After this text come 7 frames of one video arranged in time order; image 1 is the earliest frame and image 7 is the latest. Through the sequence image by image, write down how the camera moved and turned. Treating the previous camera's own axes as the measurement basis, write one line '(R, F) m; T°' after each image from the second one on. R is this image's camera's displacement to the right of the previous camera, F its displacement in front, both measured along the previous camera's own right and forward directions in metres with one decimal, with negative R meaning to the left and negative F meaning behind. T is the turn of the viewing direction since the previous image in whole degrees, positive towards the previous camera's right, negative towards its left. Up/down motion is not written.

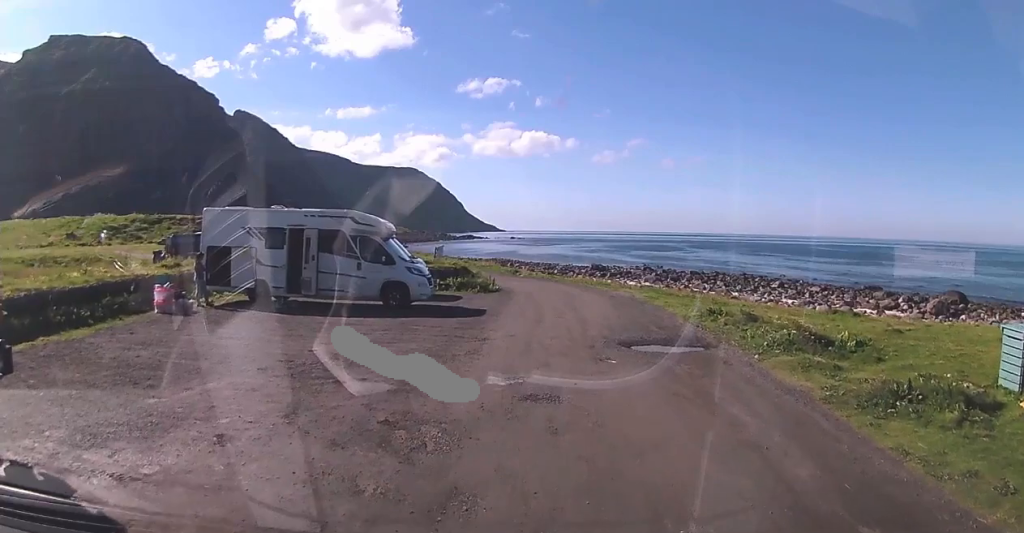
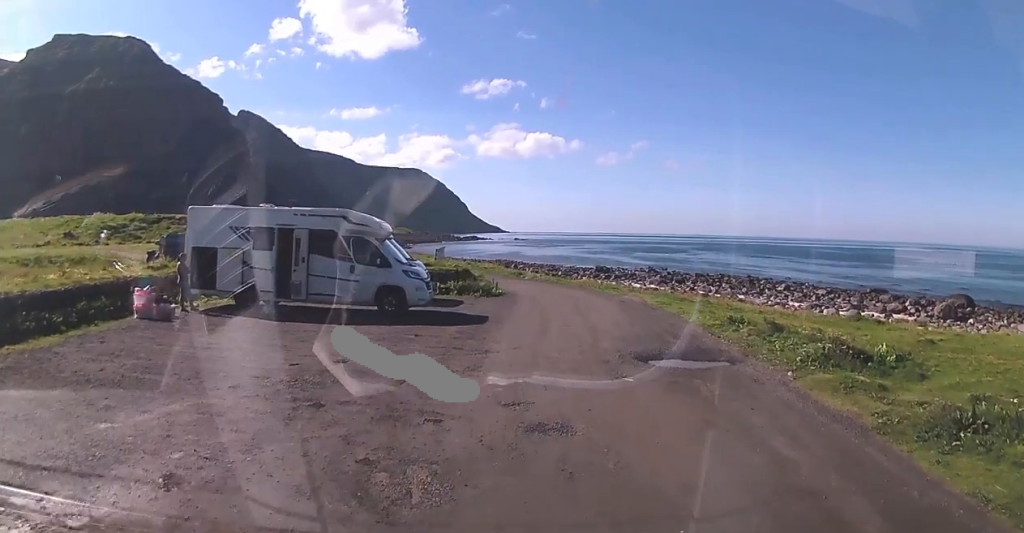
(-0.4, +1.2) m; 0°
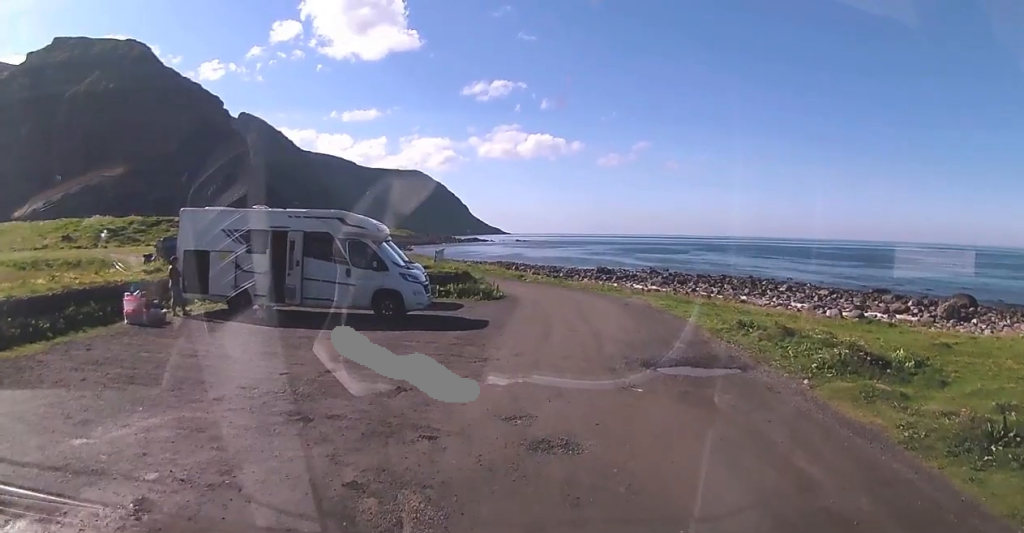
(0.0, +0.5) m; 0°
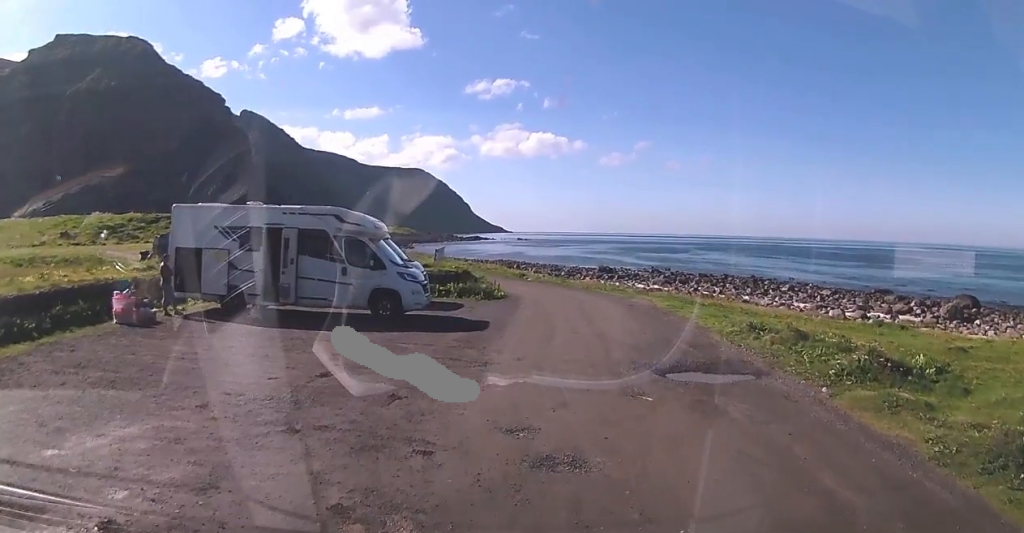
(+0.1, +0.5) m; 0°
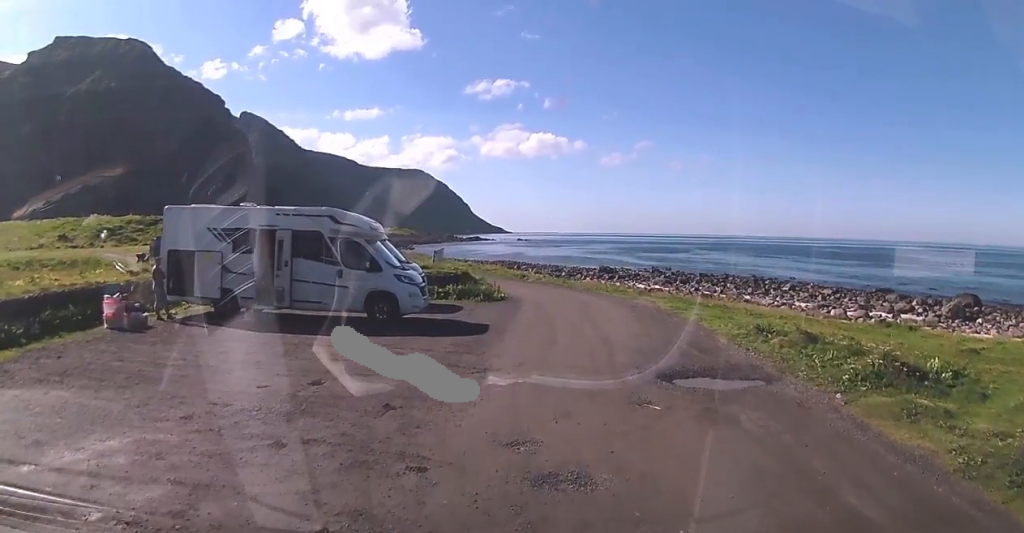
(+0.1, +0.5) m; 0°
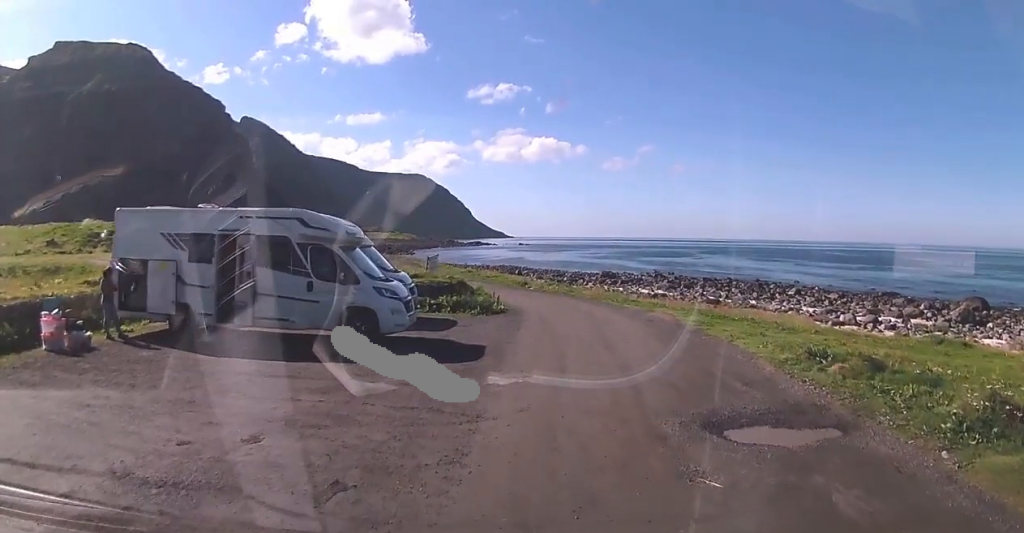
(-0.7, +2.4) m; 0°
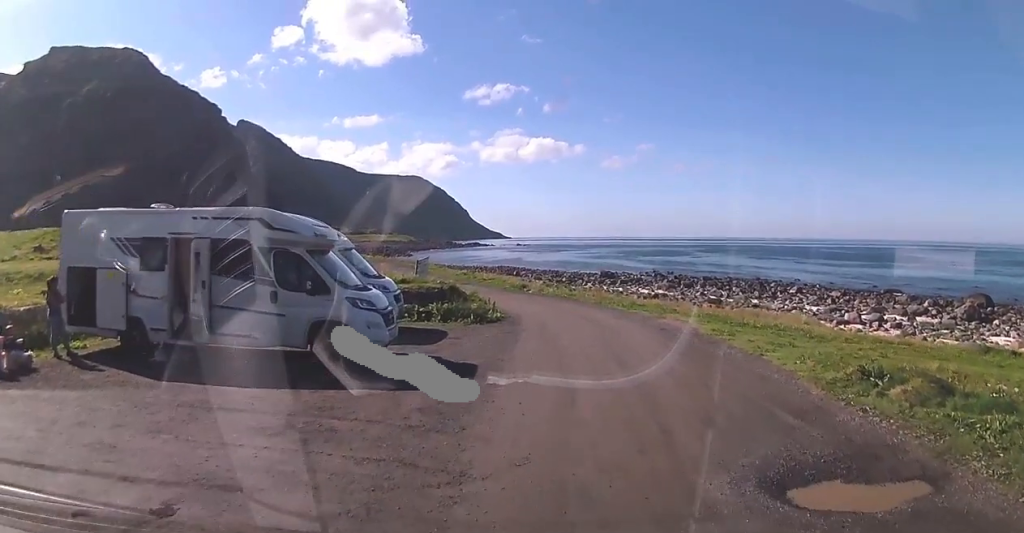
(+0.1, +1.5) m; -2°
